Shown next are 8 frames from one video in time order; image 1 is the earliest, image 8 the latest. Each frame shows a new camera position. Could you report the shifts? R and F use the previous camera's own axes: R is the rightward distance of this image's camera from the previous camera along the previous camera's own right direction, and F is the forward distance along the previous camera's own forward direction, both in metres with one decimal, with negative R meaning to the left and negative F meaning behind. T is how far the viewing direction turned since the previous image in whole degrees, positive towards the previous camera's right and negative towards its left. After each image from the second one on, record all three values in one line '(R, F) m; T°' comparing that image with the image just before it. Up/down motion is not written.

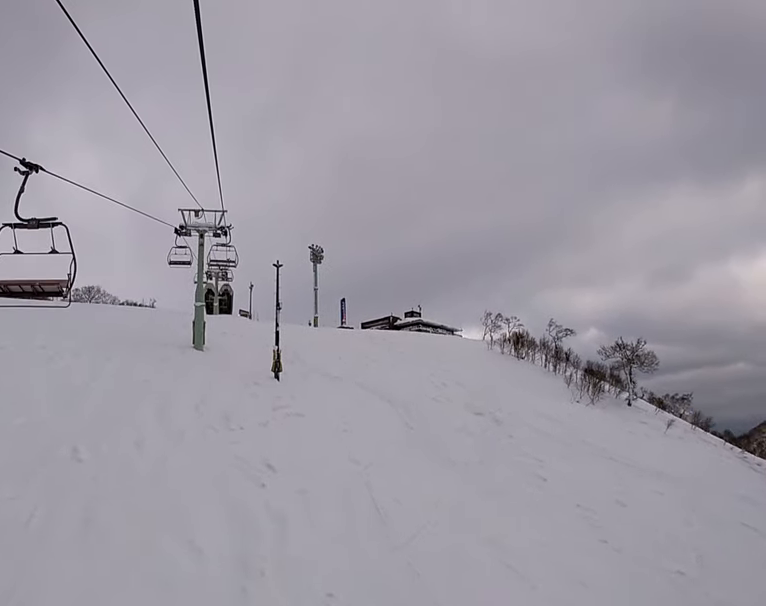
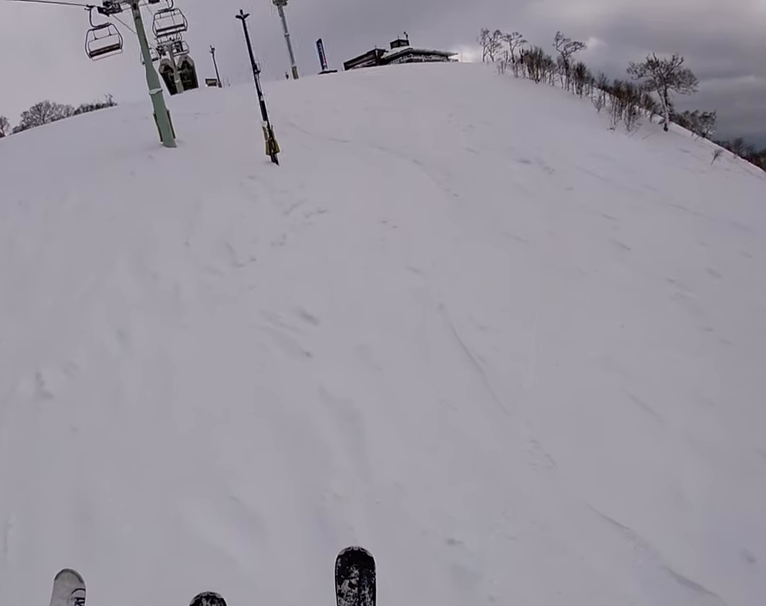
(+1.6, +4.8) m; +12°
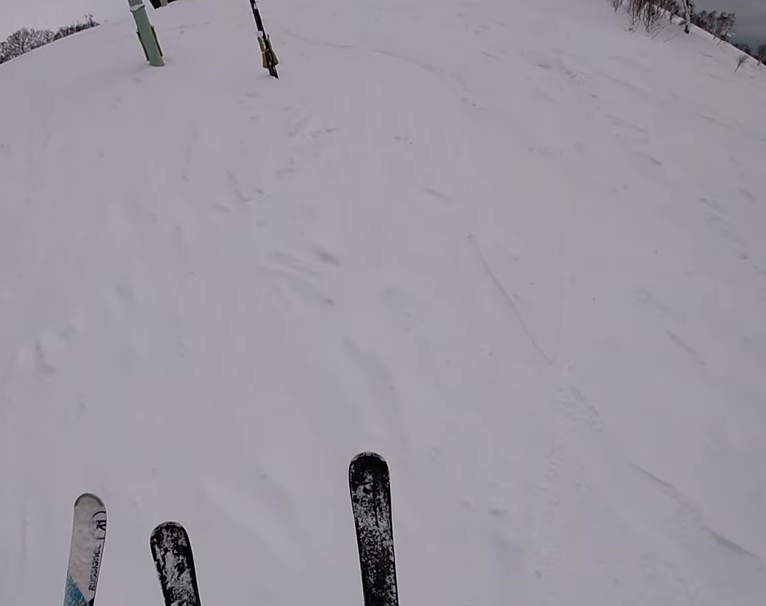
(-0.5, +1.1) m; -9°
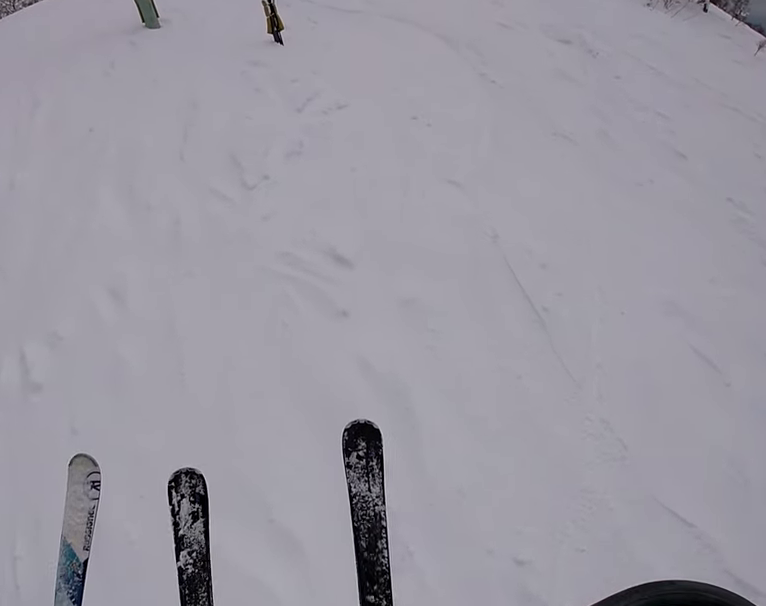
(-0.3, +1.2) m; -9°
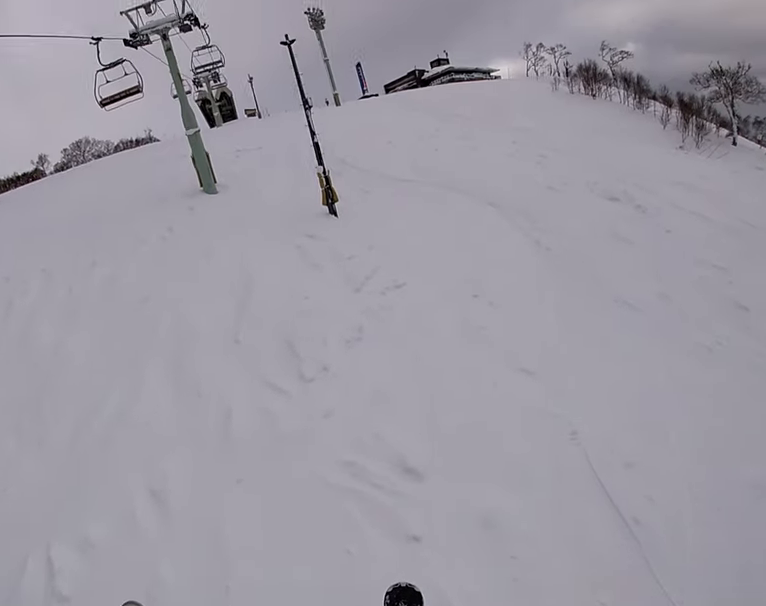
(+0.1, +1.6) m; +8°
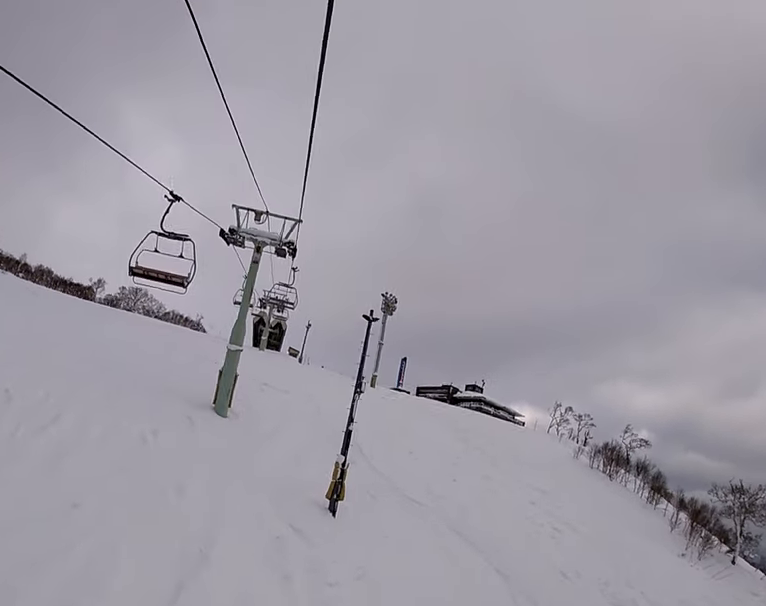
(+0.7, +3.8) m; +6°
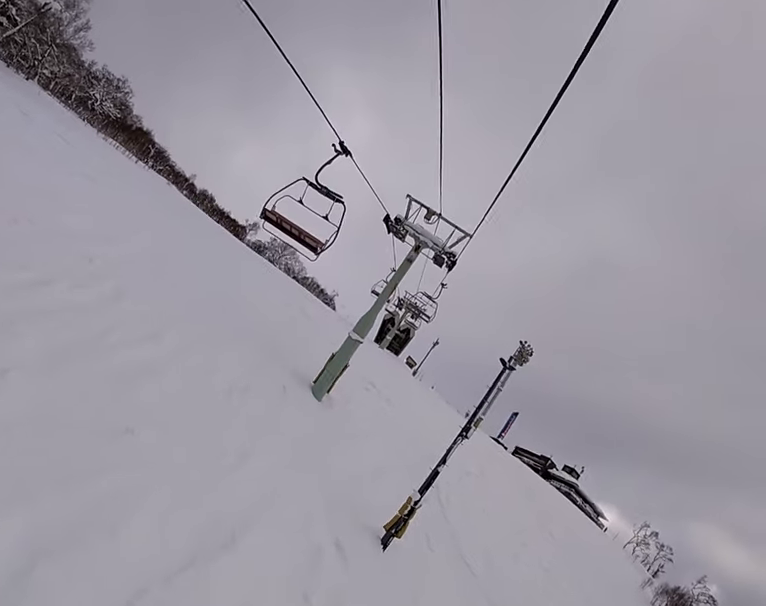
(0.0, +1.5) m; +2°
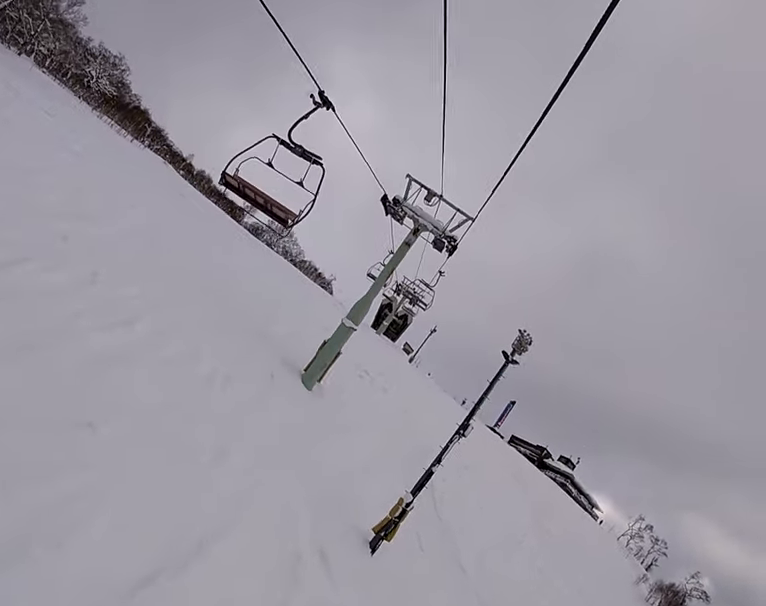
(-0.3, +1.3) m; +4°
